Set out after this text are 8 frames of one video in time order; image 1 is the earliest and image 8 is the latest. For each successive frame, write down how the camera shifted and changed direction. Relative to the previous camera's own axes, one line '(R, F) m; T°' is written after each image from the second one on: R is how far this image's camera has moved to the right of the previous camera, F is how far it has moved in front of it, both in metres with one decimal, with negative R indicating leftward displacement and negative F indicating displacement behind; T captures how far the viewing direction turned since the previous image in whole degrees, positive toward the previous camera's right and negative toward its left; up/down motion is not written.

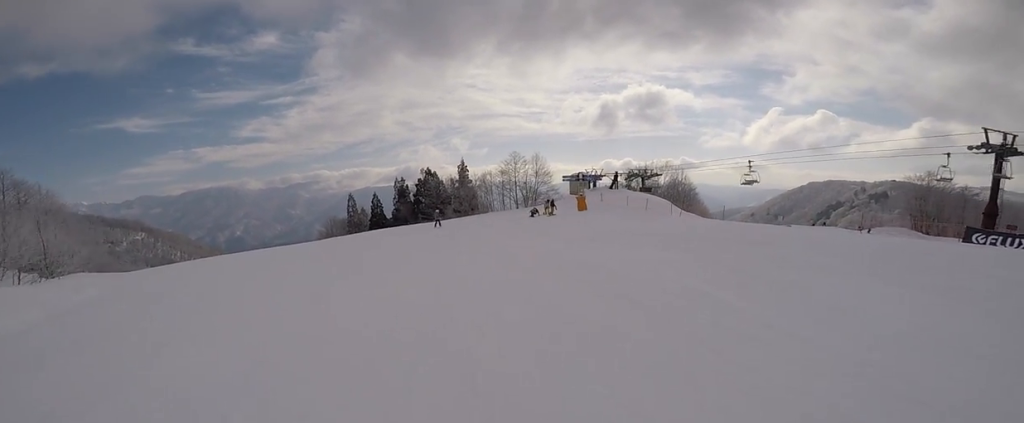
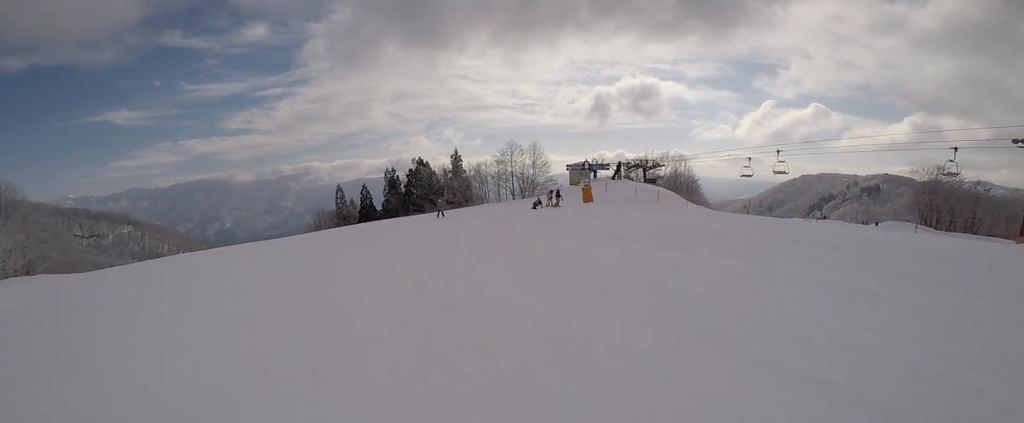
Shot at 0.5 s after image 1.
(0.0, +3.4) m; +1°
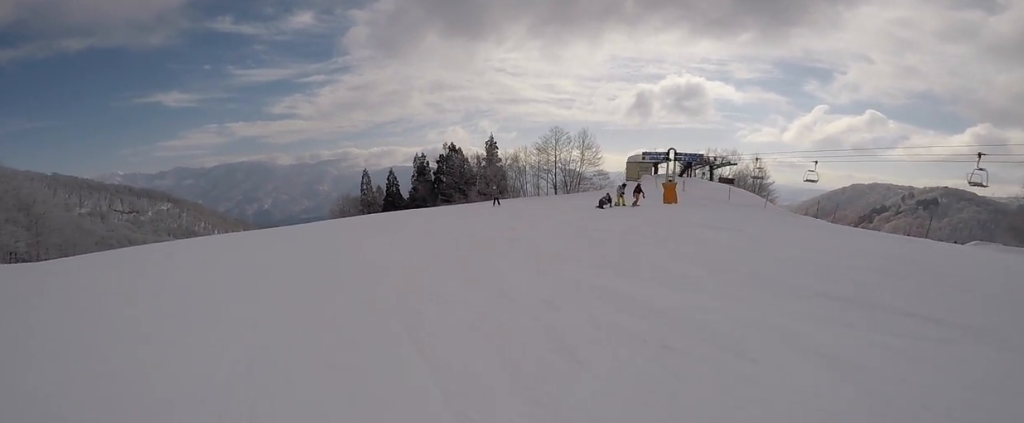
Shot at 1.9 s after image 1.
(+0.5, +8.5) m; +4°
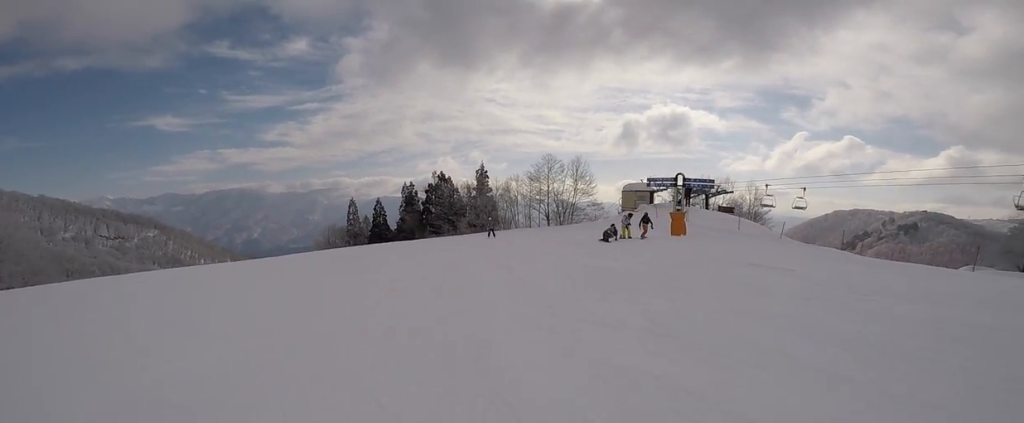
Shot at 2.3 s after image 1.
(0.0, +2.8) m; 0°
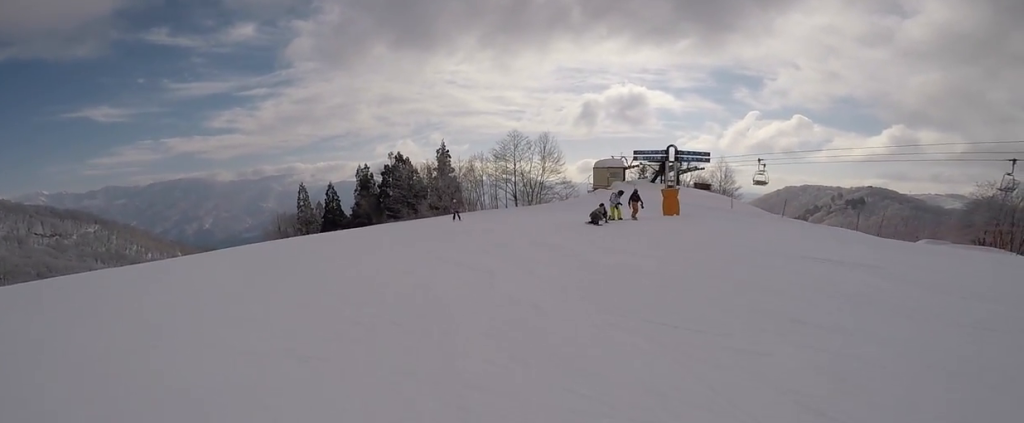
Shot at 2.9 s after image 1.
(0.0, +3.6) m; 0°
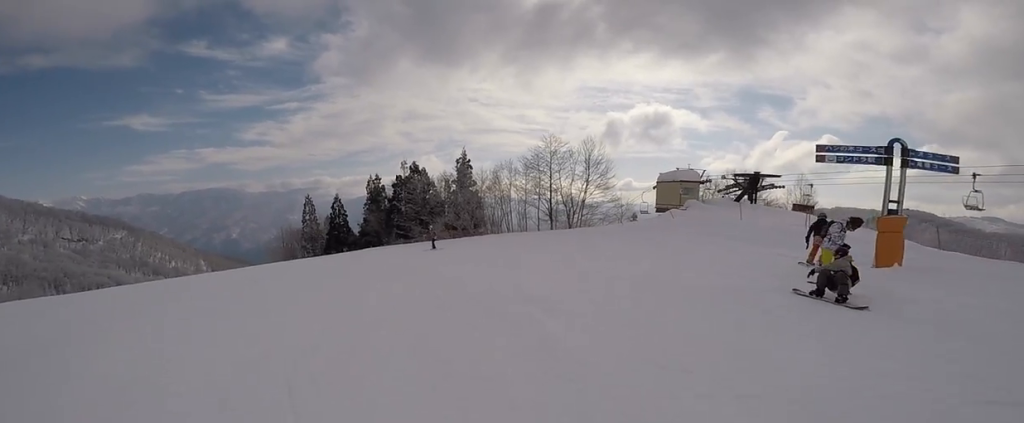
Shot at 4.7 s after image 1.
(0.0, +10.3) m; 0°
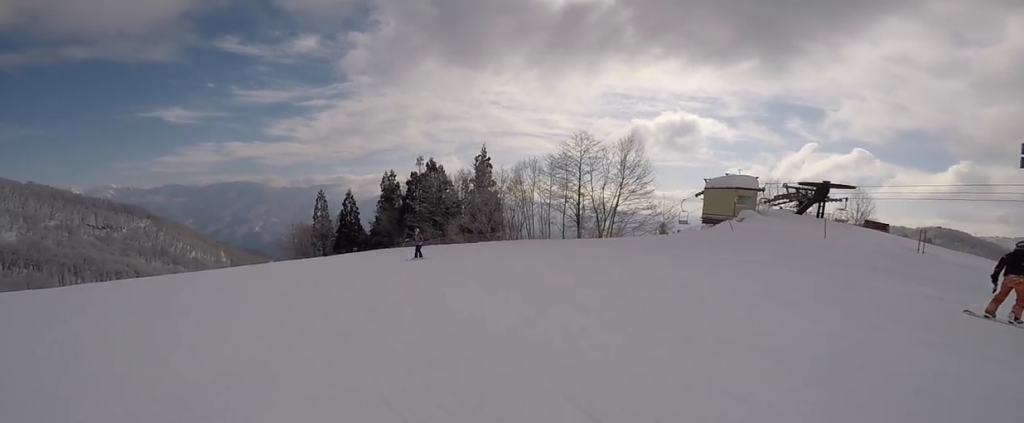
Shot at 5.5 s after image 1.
(0.0, +4.4) m; +1°
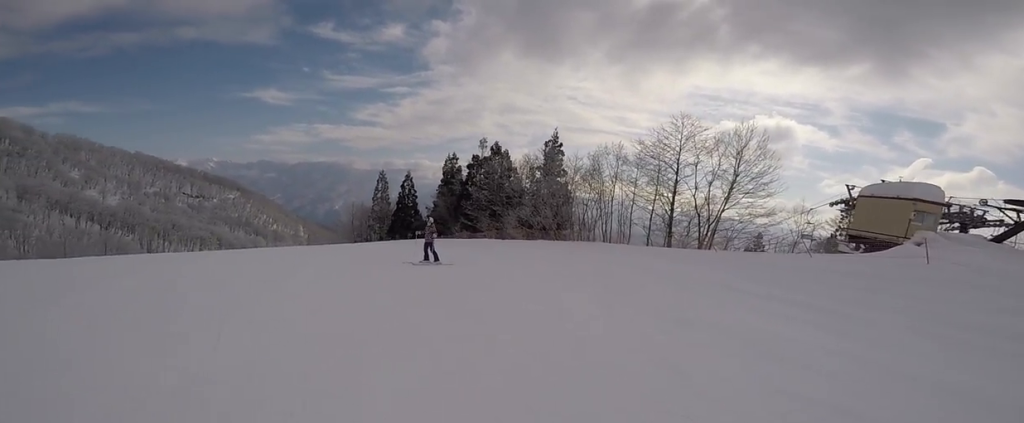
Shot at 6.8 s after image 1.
(+0.4, +6.2) m; -1°
